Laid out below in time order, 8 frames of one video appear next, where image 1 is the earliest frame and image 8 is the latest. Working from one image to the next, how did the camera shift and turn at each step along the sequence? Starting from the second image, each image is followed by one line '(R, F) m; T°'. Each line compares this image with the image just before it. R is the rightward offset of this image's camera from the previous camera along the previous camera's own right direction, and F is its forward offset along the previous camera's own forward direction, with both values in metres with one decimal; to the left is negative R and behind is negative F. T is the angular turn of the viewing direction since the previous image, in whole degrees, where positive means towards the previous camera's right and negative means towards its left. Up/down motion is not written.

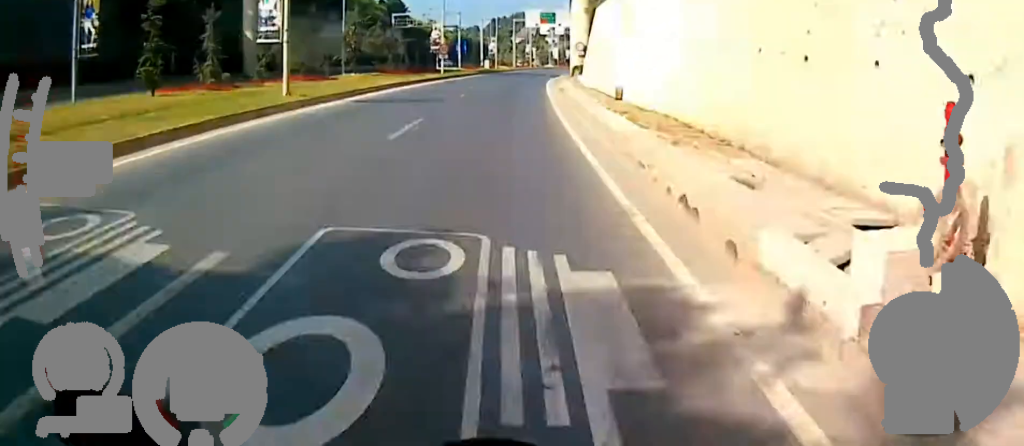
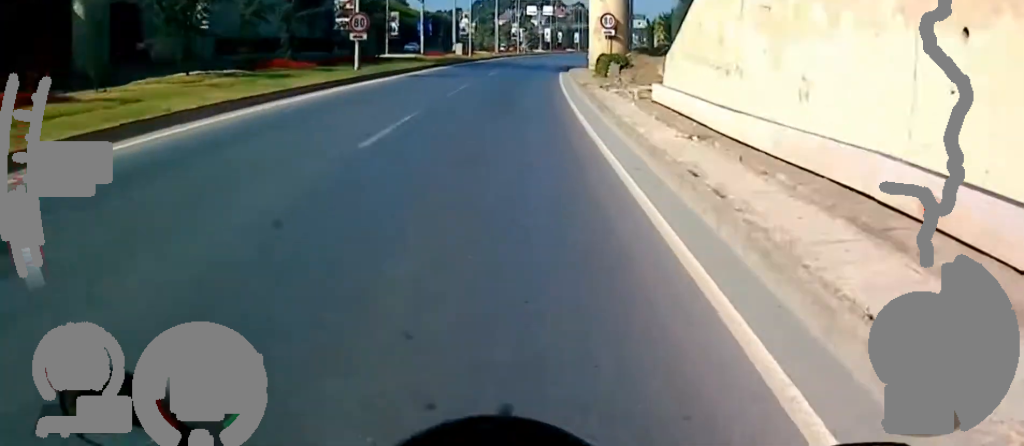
(+1.8, +31.3) m; +8°
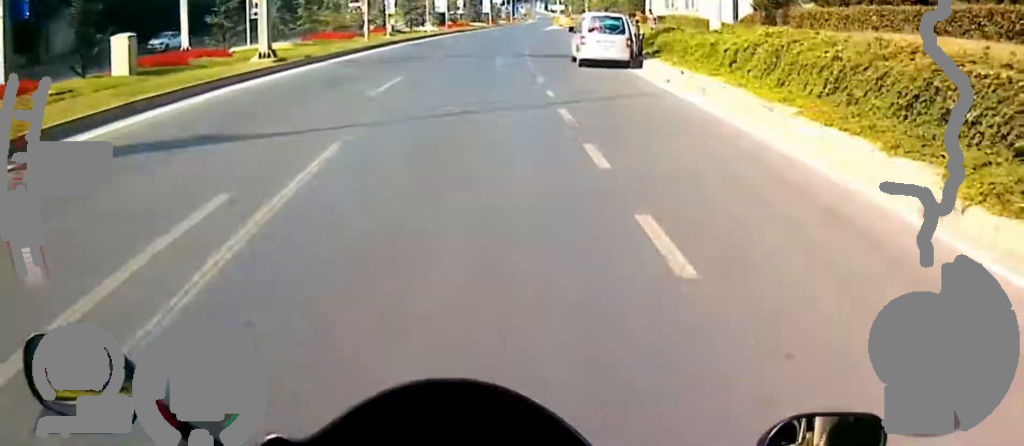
(+11.7, +66.6) m; +26°
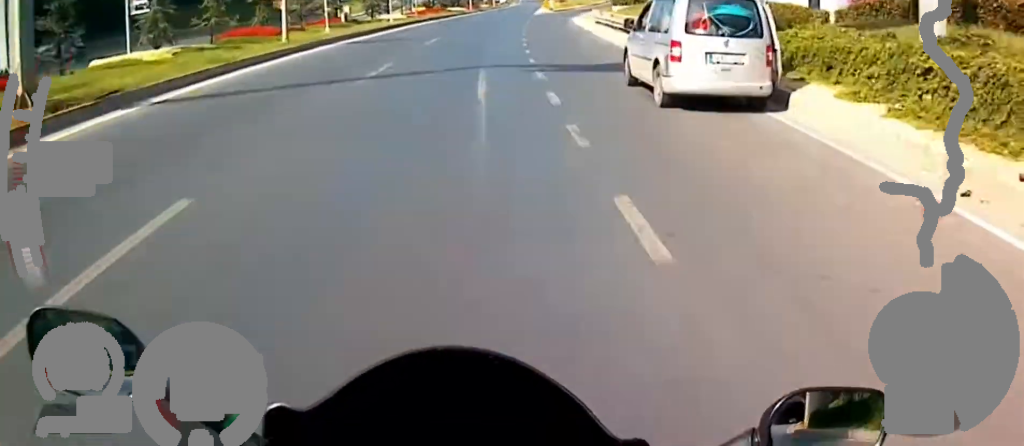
(+1.6, +14.6) m; +8°
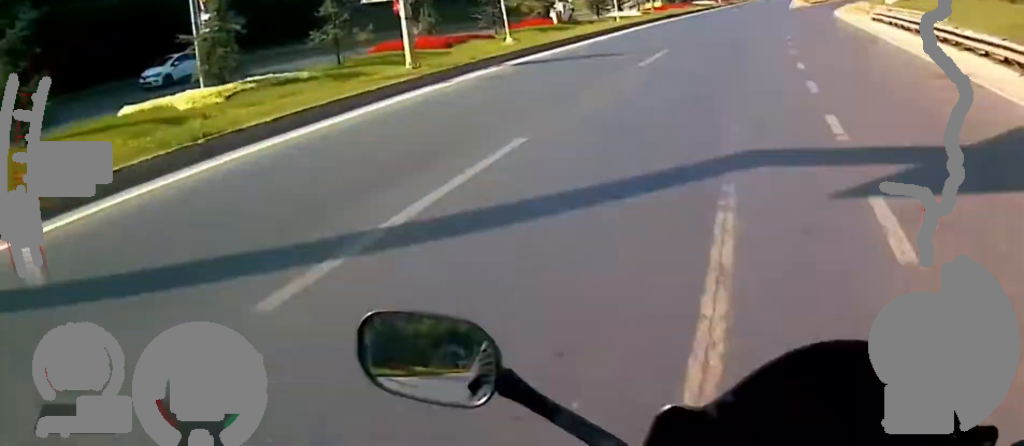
(+1.0, +10.1) m; +5°
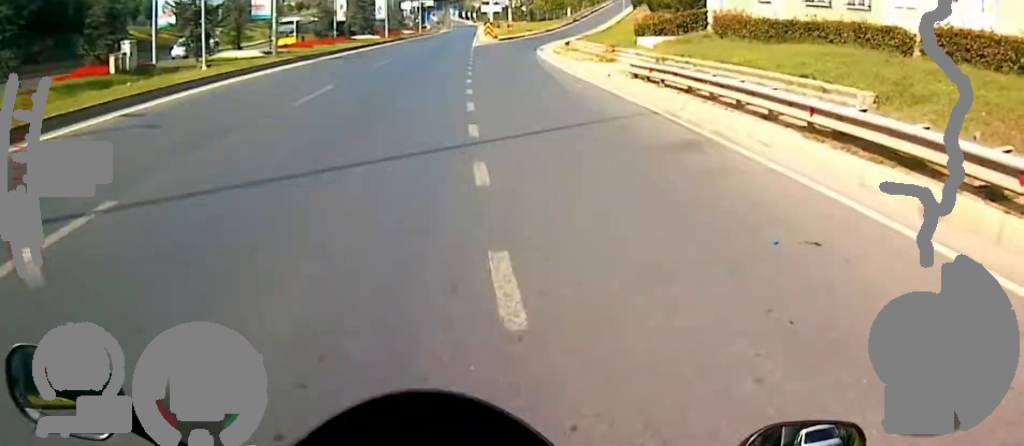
(+0.7, +15.6) m; +3°
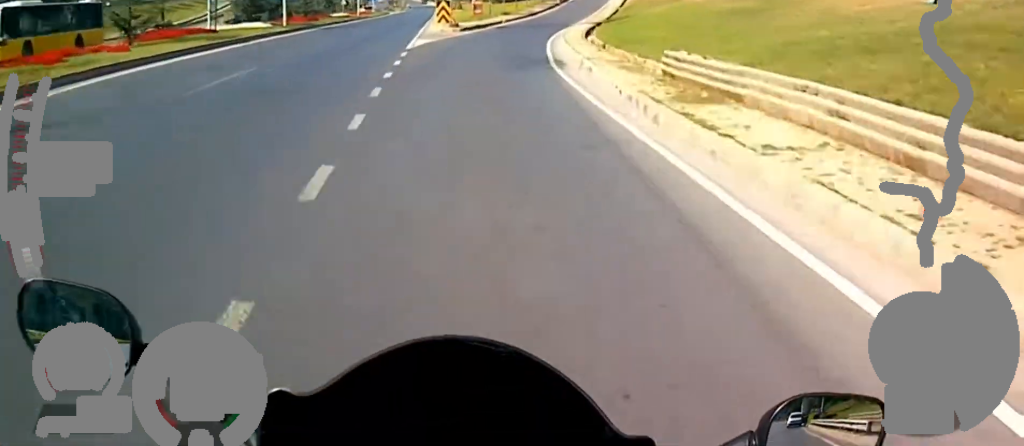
(+0.7, +28.5) m; 0°
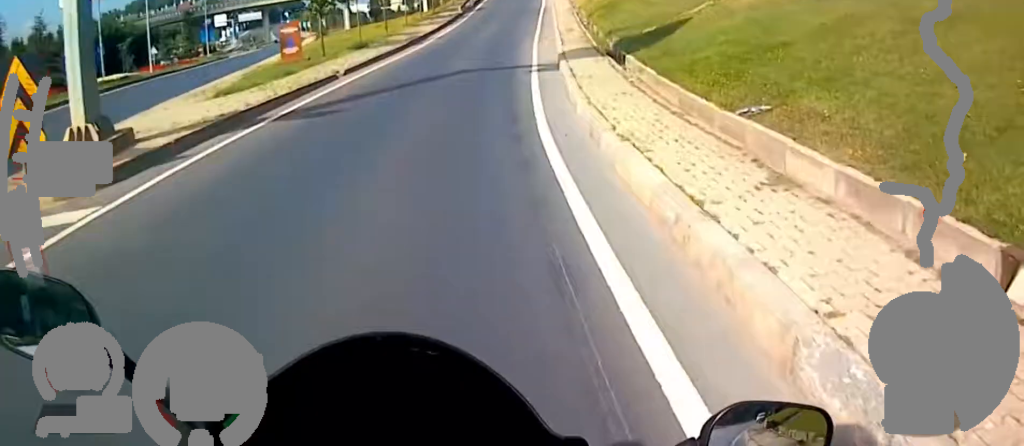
(-0.7, +27.8) m; 0°
